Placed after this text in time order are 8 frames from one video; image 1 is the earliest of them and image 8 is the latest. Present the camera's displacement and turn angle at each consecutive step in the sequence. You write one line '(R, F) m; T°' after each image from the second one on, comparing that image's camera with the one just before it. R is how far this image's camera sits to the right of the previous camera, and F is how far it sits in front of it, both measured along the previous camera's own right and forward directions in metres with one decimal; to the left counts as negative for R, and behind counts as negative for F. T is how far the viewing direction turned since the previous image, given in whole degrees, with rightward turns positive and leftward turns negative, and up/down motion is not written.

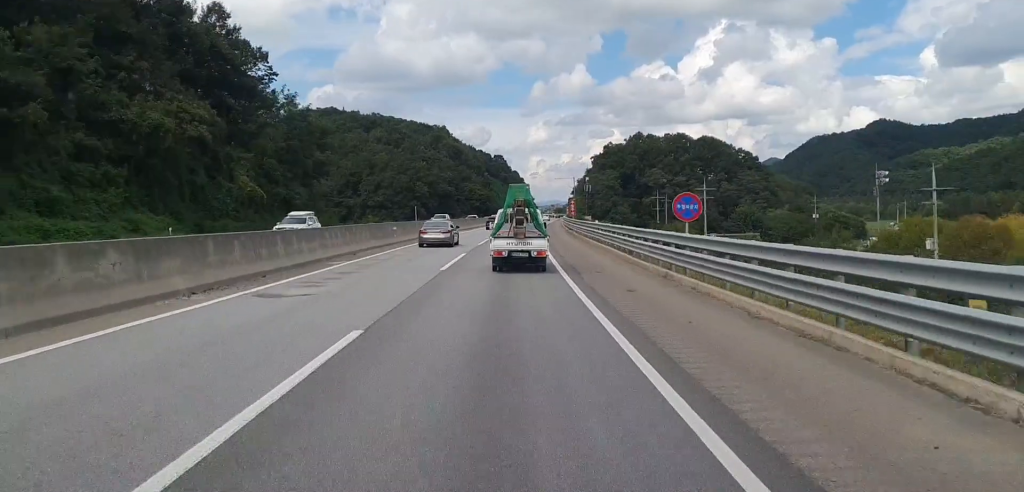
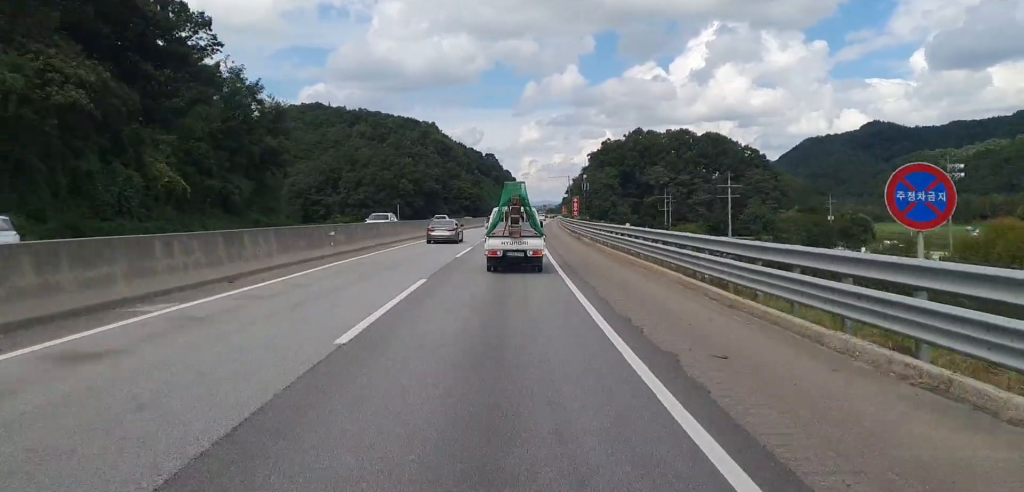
(0.0, +14.3) m; 0°
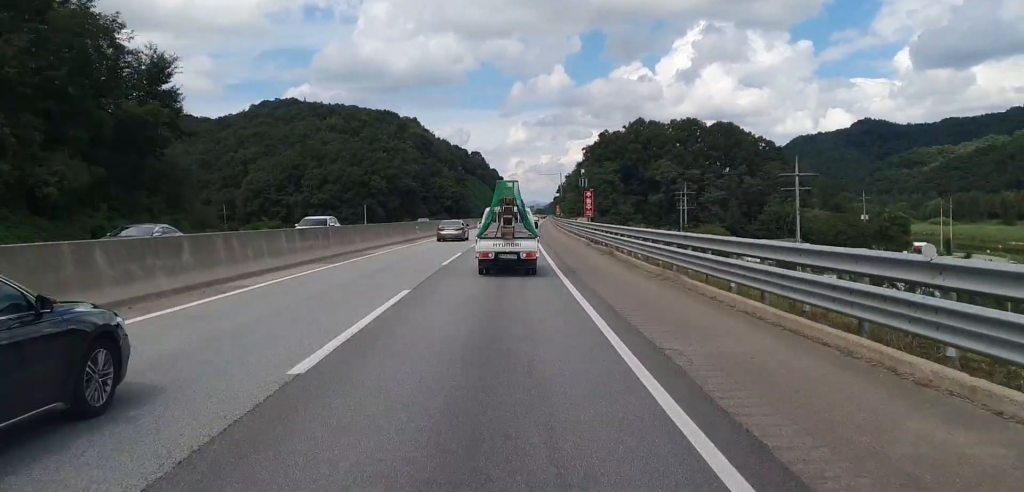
(+0.1, +22.6) m; 0°
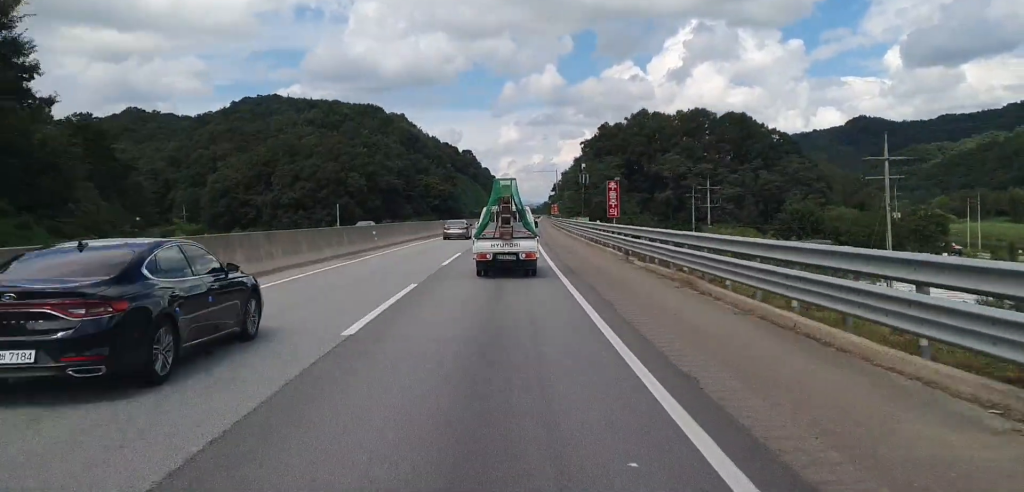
(0.0, +15.5) m; +1°
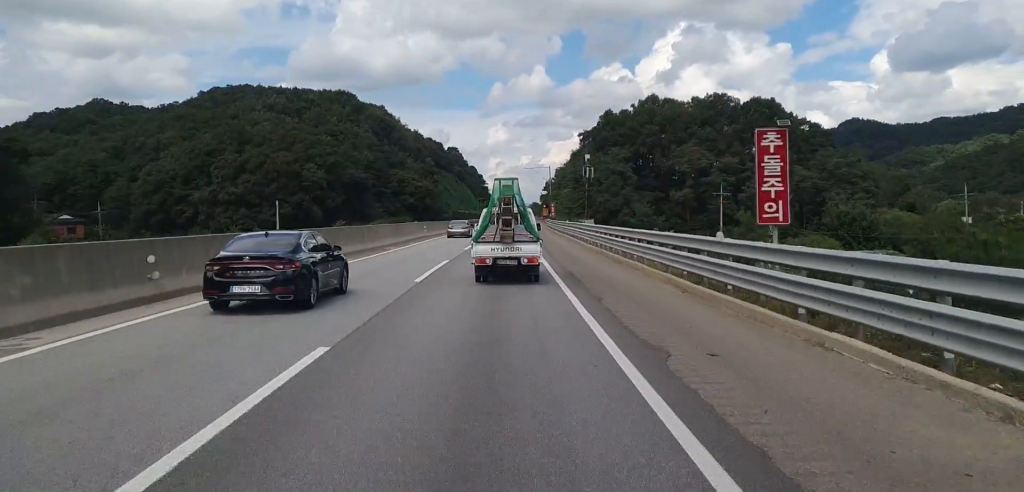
(+0.3, +24.6) m; +1°
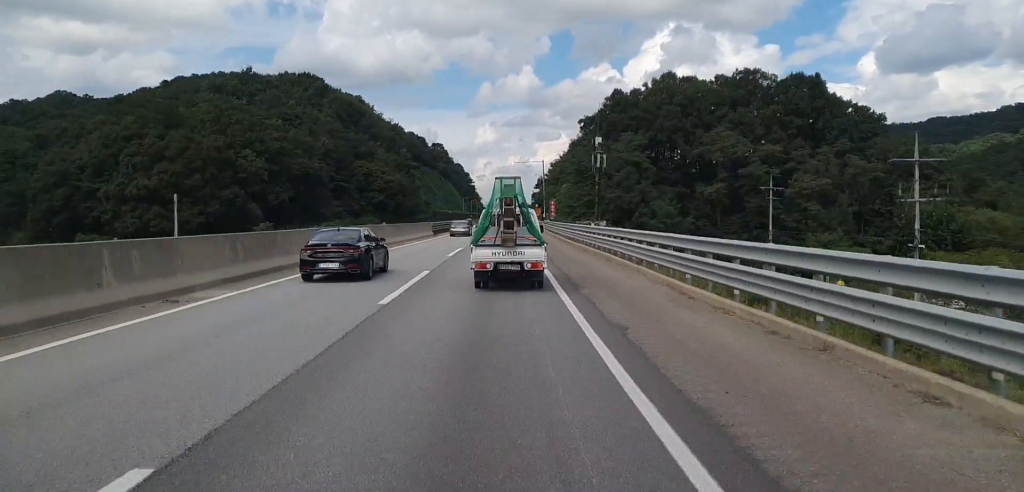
(+0.1, +25.1) m; +1°
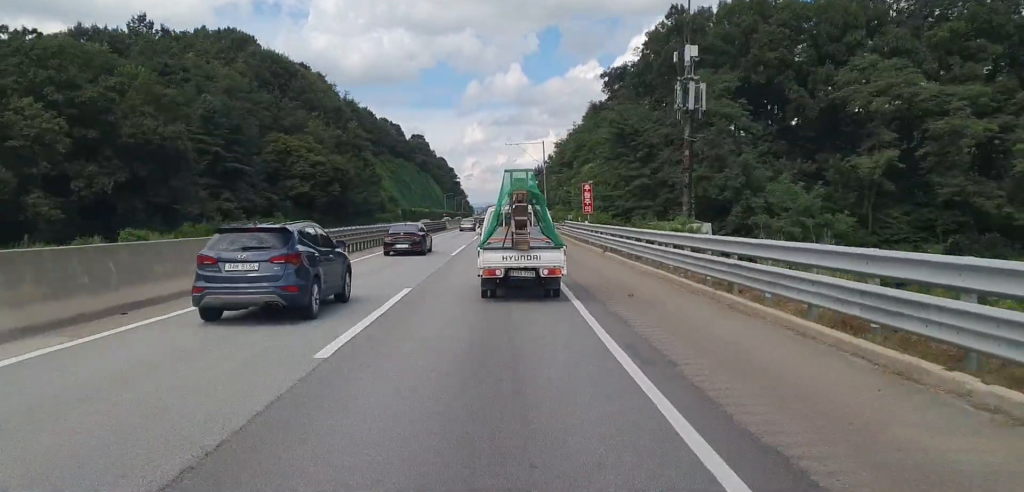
(+0.1, +45.0) m; 0°
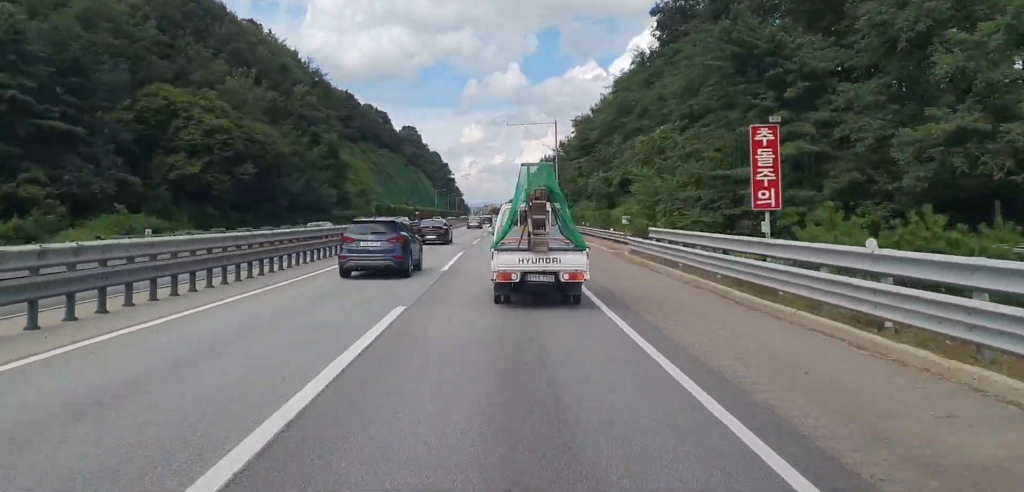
(+0.2, +31.3) m; 0°
